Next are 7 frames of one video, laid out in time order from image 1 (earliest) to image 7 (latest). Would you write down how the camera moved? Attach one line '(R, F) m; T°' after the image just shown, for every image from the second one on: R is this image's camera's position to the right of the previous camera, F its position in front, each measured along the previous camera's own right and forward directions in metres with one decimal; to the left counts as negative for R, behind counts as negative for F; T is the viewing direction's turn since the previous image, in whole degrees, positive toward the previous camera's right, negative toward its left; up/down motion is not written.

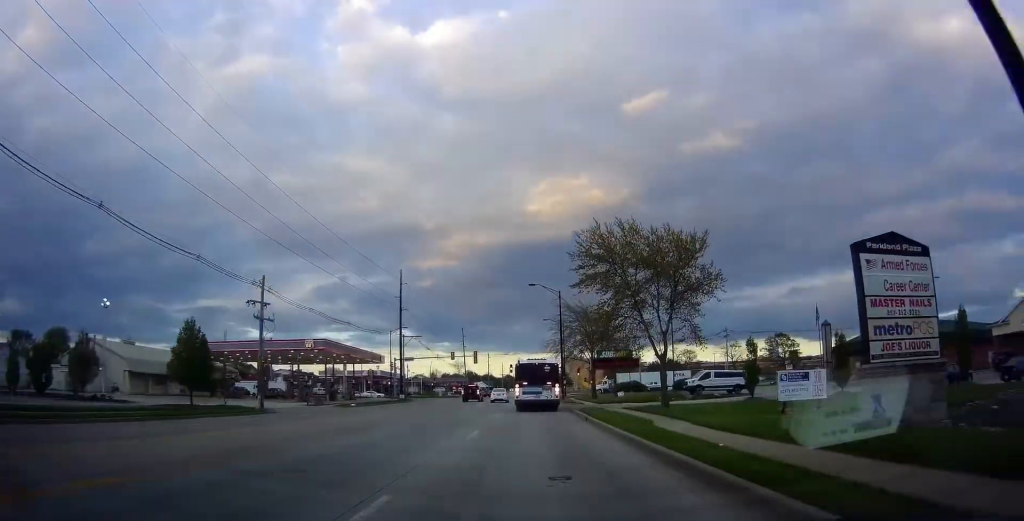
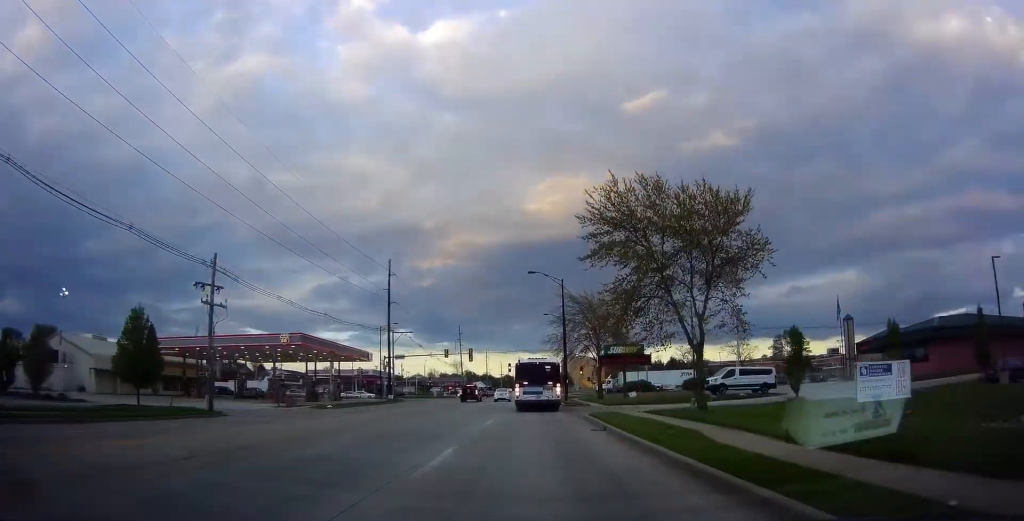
(0.0, +6.8) m; 0°
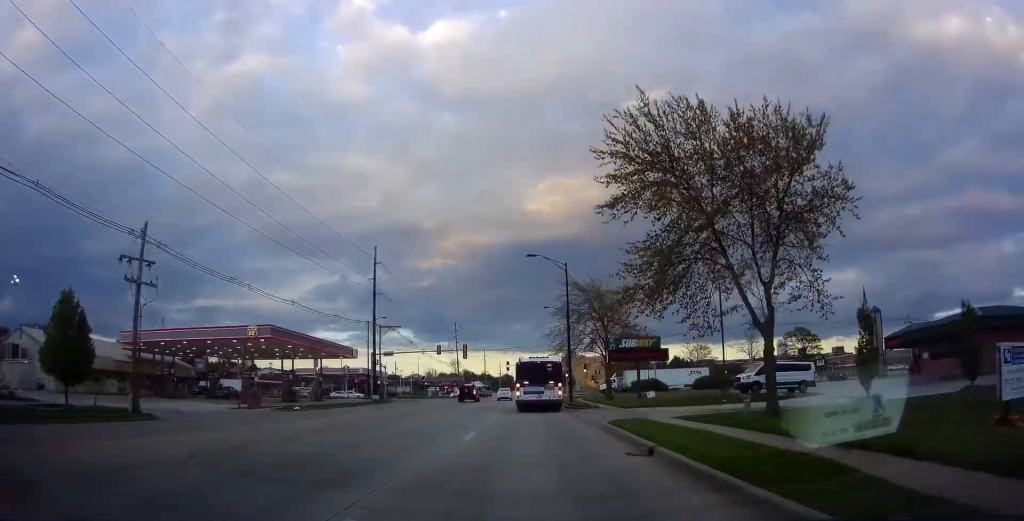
(0.0, +6.8) m; 0°
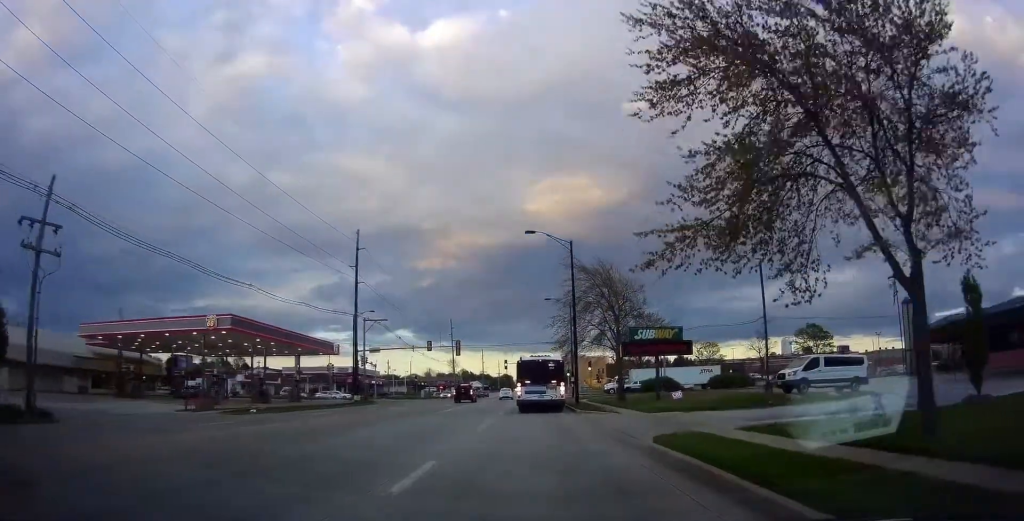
(0.0, +7.7) m; 0°
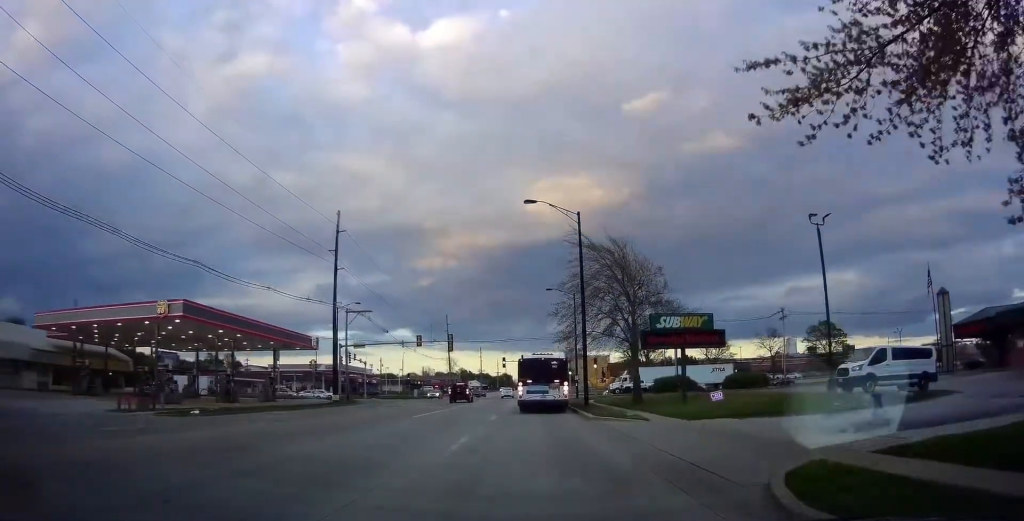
(0.0, +7.0) m; 0°
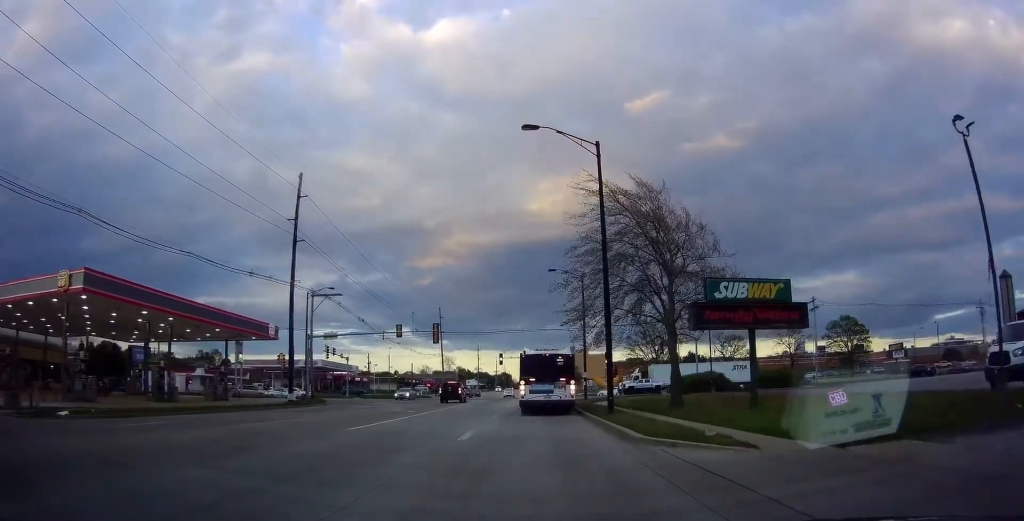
(0.0, +10.7) m; 0°
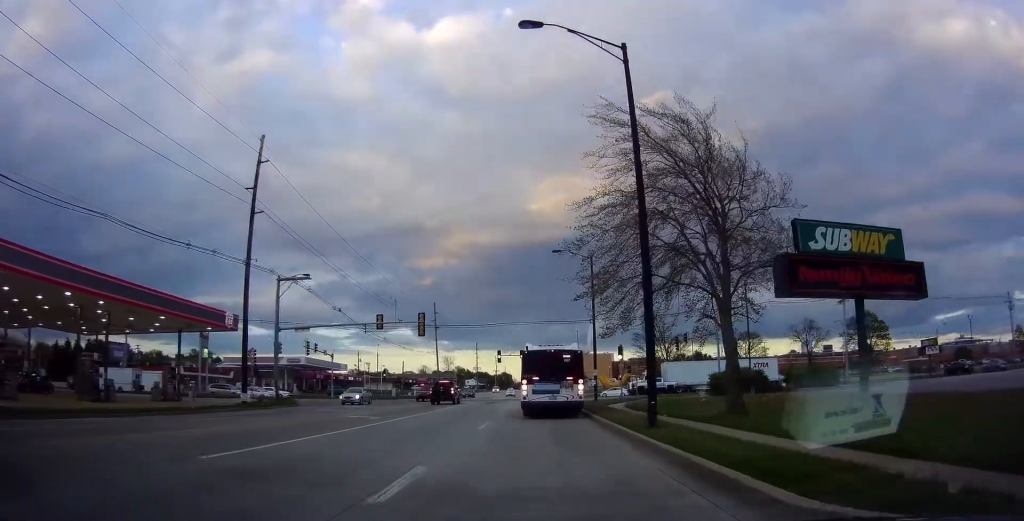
(0.0, +8.1) m; 0°
